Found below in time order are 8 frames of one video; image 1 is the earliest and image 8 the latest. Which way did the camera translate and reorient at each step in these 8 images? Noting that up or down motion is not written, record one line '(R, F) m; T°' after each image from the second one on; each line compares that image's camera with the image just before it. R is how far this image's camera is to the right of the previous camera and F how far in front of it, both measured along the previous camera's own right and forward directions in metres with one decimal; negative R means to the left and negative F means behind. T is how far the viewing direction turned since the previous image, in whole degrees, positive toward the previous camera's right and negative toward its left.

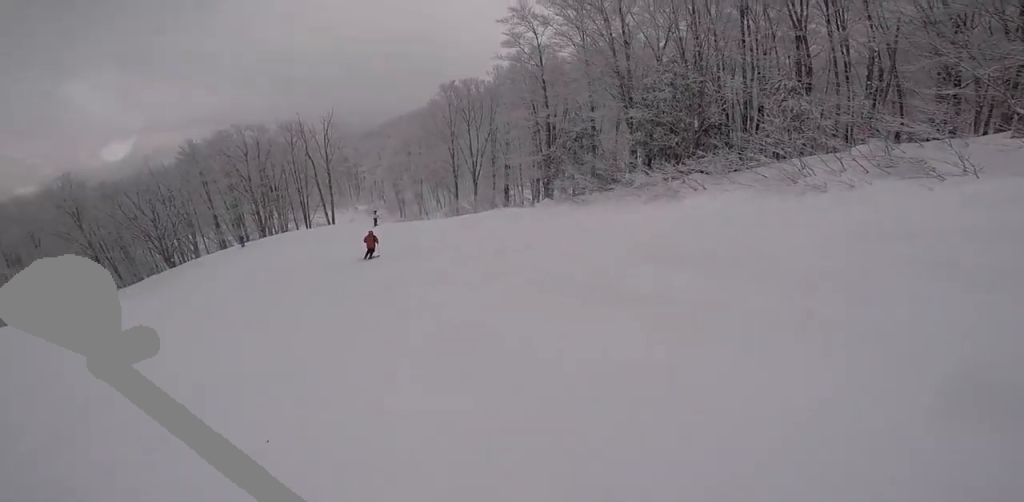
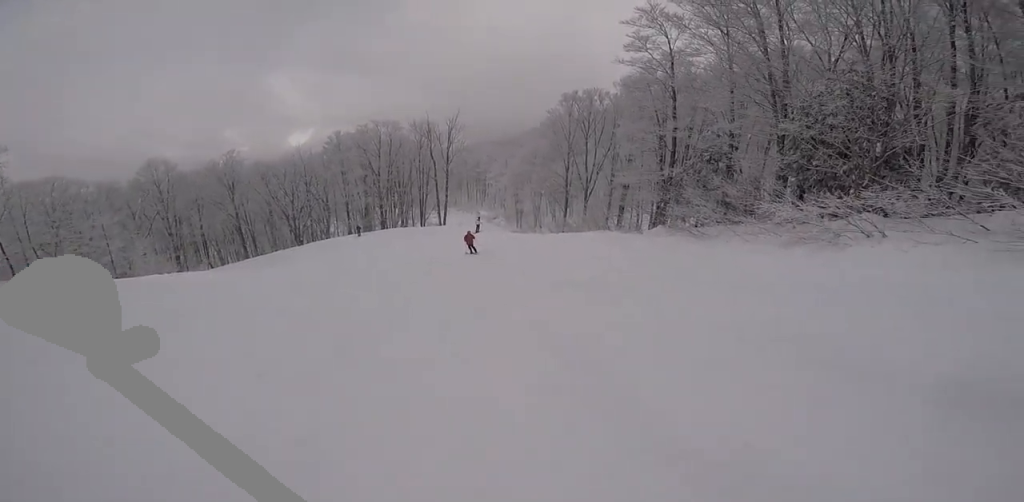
(-0.2, +5.3) m; -7°
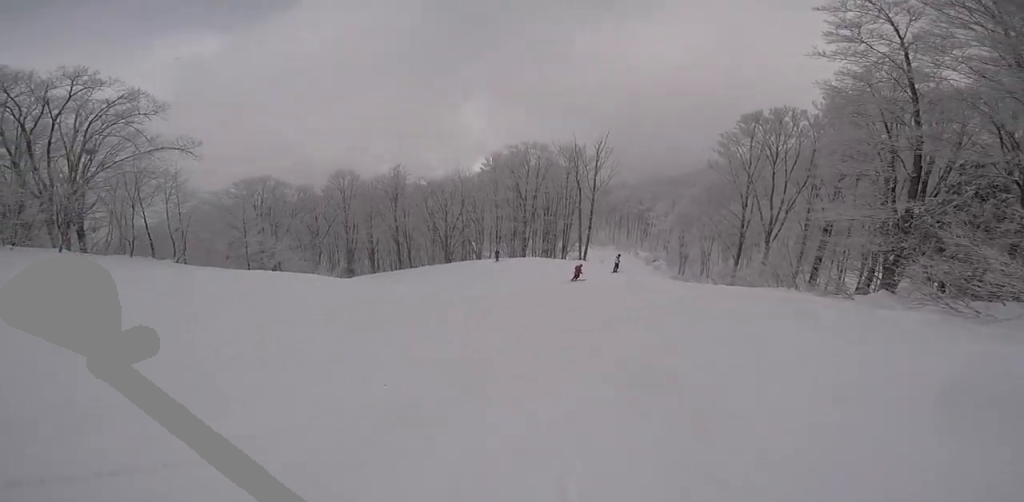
(-1.5, +6.2) m; -26°
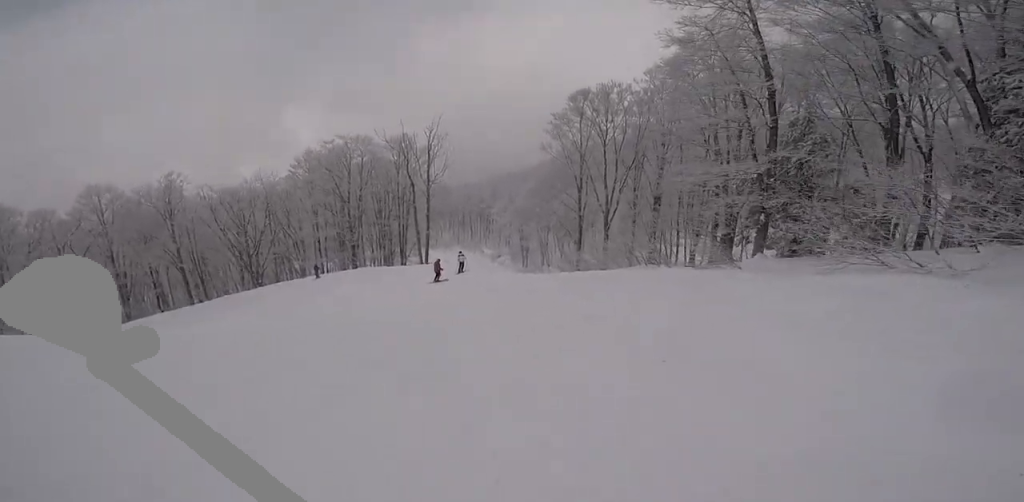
(-0.6, +5.1) m; -7°
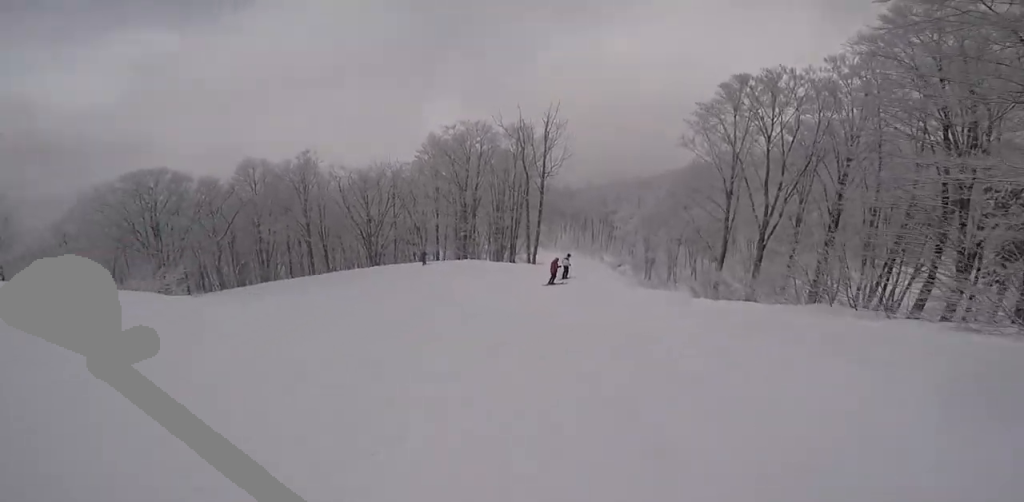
(0.0, +4.6) m; -4°
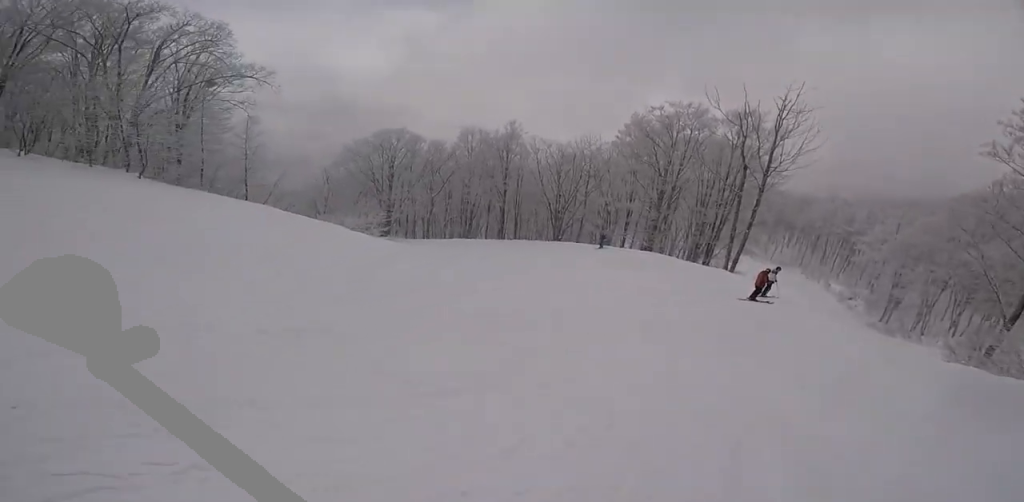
(+0.1, +2.8) m; -5°
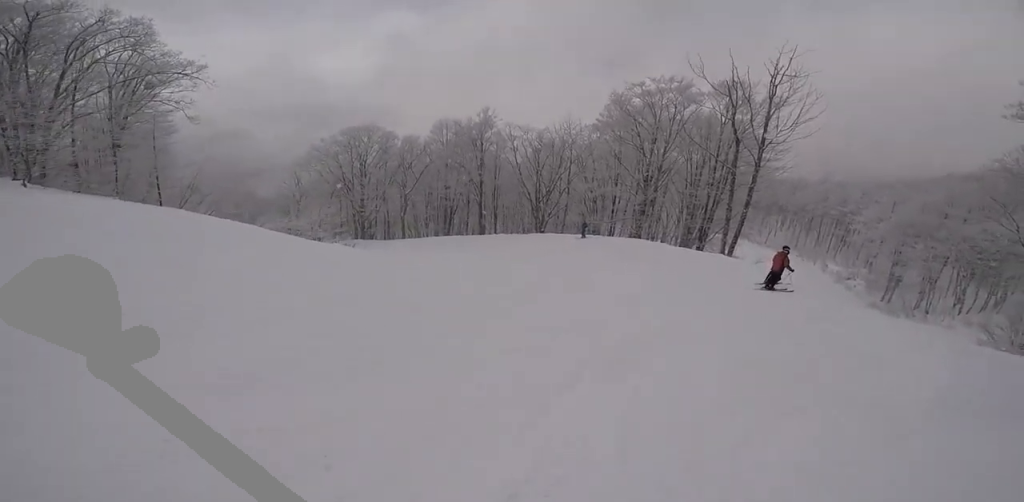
(-0.4, +3.7) m; -5°
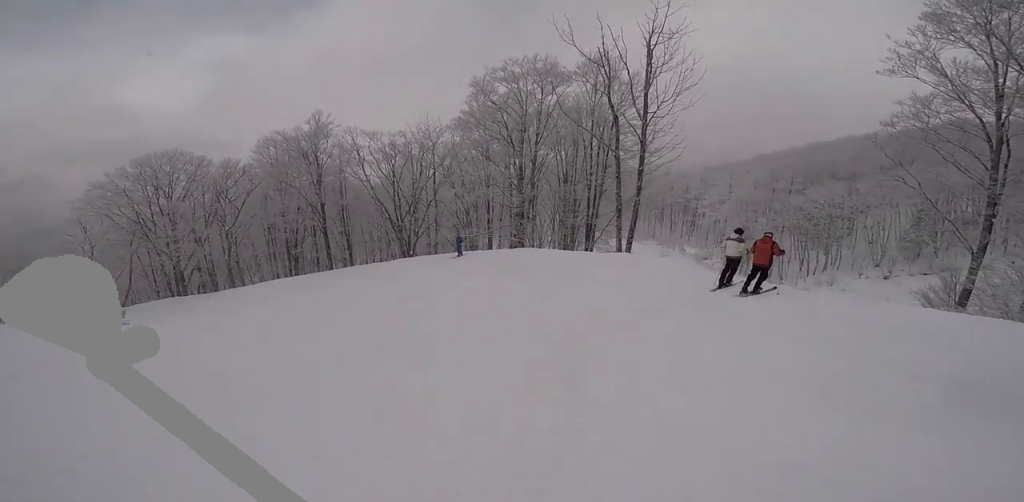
(-0.3, +6.2) m; +9°
